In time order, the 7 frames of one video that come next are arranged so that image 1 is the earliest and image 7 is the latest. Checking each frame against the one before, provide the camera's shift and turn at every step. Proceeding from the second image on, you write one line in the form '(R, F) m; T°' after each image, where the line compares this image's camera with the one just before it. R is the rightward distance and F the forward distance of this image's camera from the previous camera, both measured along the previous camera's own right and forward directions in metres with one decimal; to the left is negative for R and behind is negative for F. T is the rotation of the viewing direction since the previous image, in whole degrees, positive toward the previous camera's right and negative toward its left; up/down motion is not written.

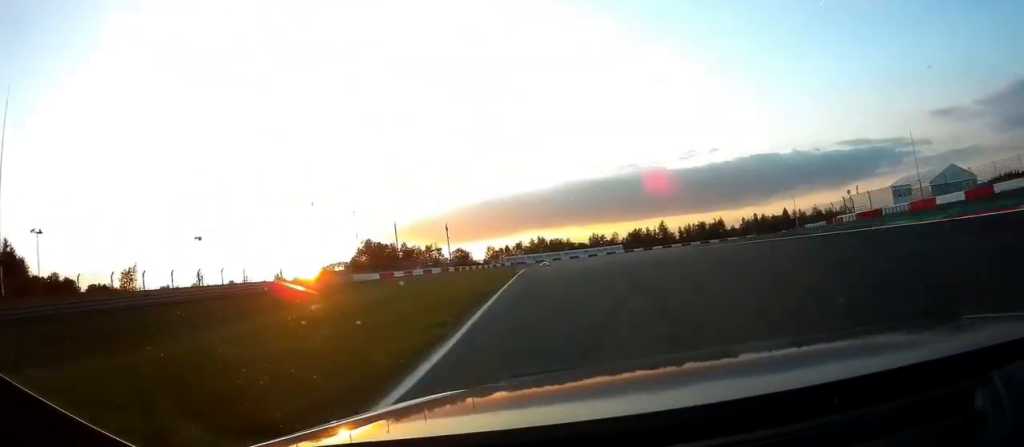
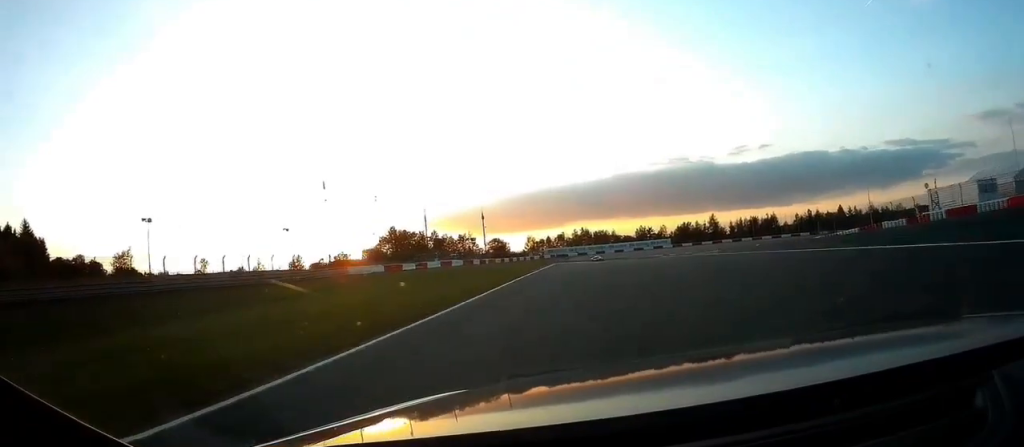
(-4.0, +12.4) m; -16°
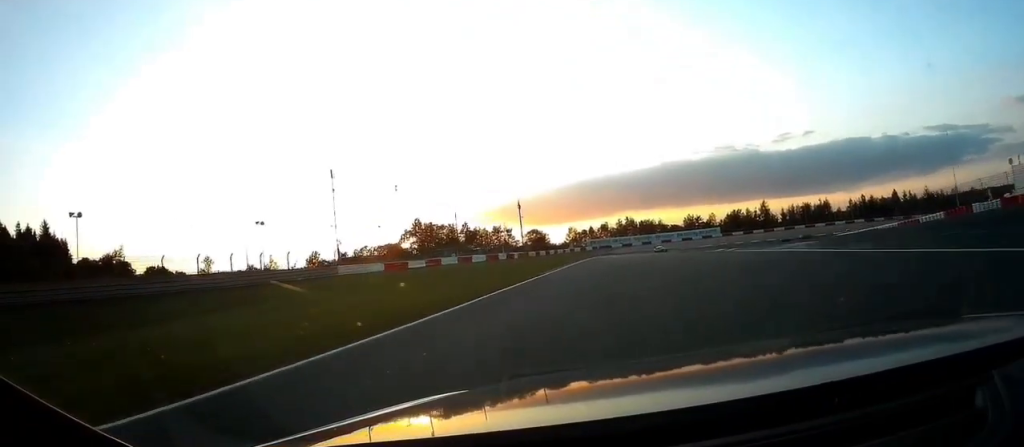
(-1.5, +11.7) m; -10°
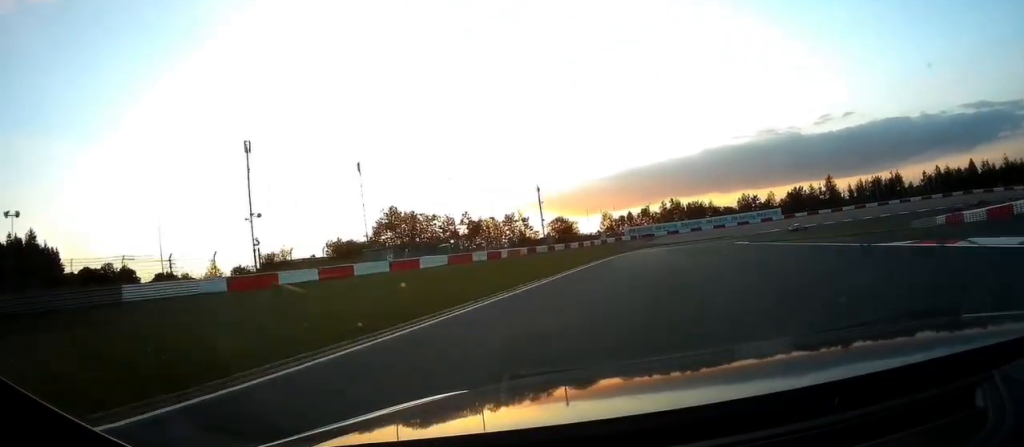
(-2.7, +28.7) m; -8°
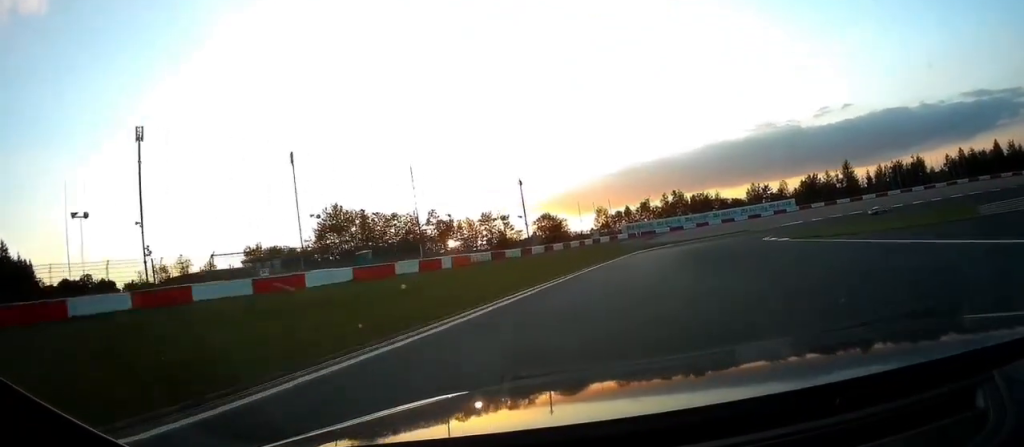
(-0.2, +15.6) m; -3°
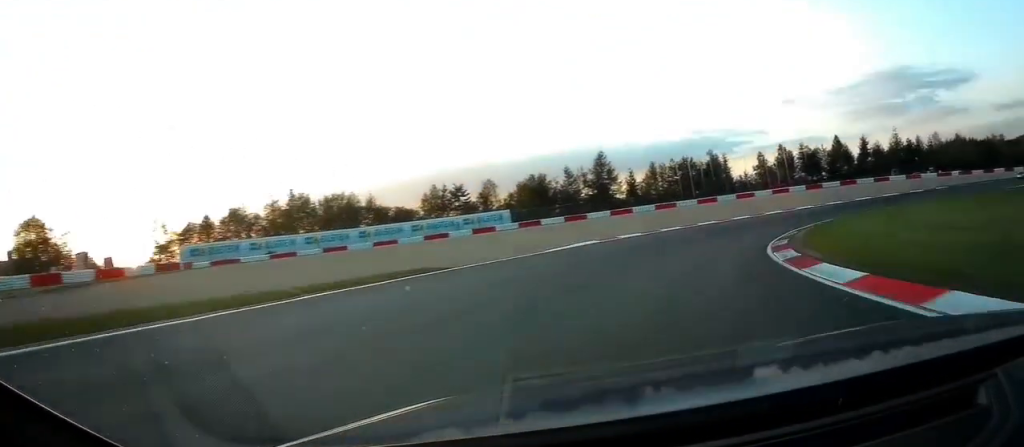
(+3.0, +80.0) m; +29°
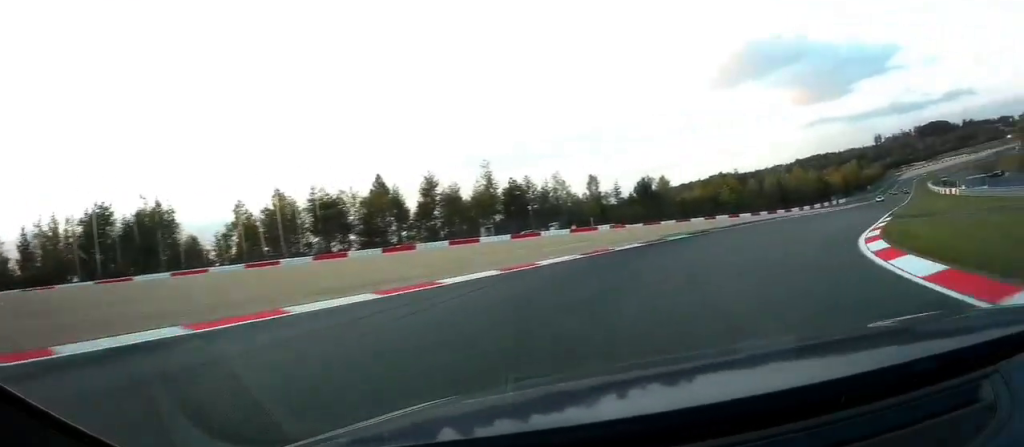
(+36.0, +43.1) m; +61°
